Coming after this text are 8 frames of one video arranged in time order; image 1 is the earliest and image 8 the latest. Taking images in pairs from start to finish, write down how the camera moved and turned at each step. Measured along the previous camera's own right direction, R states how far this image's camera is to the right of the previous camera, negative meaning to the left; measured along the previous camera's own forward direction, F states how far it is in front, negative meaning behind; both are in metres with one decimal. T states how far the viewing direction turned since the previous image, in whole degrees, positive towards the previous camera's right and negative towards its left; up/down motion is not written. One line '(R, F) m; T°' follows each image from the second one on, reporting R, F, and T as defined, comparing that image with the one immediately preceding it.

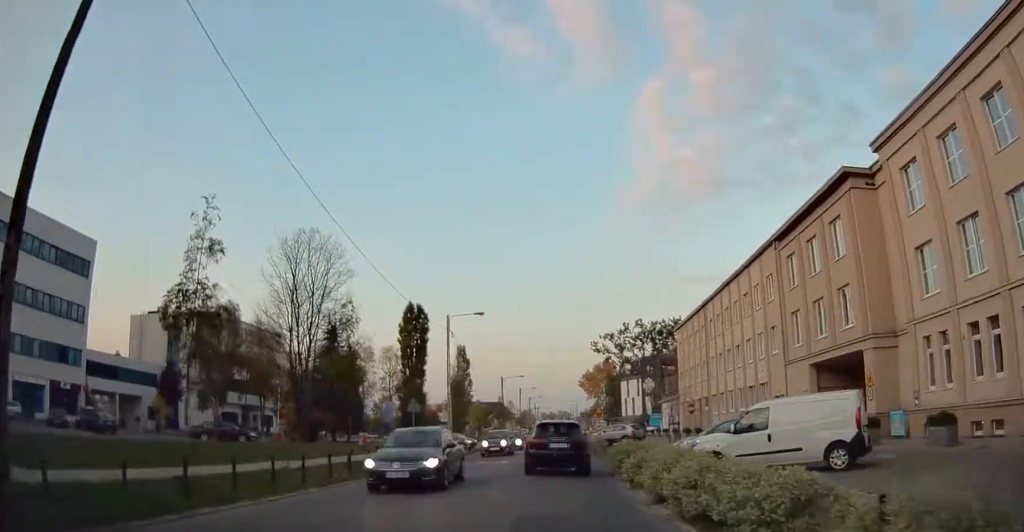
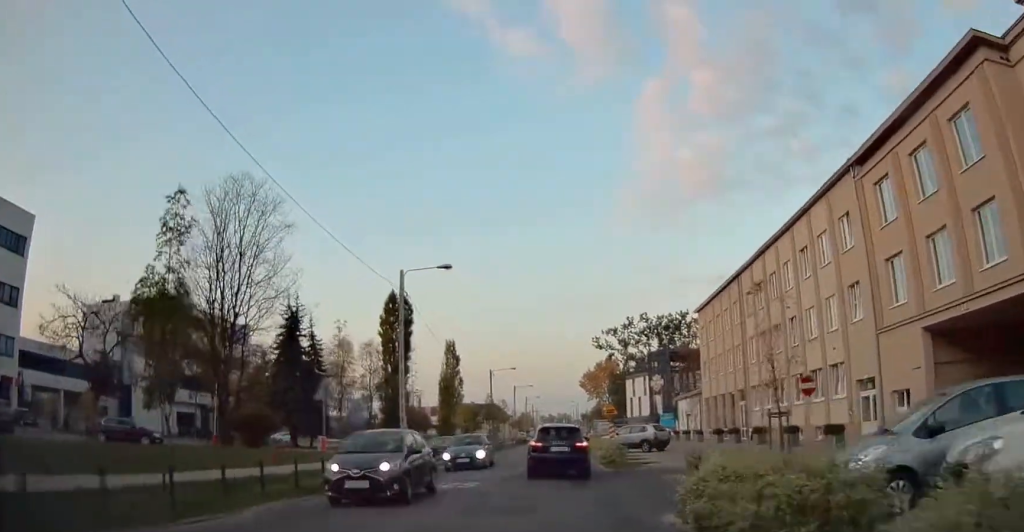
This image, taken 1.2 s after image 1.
(-0.1, +12.1) m; -1°
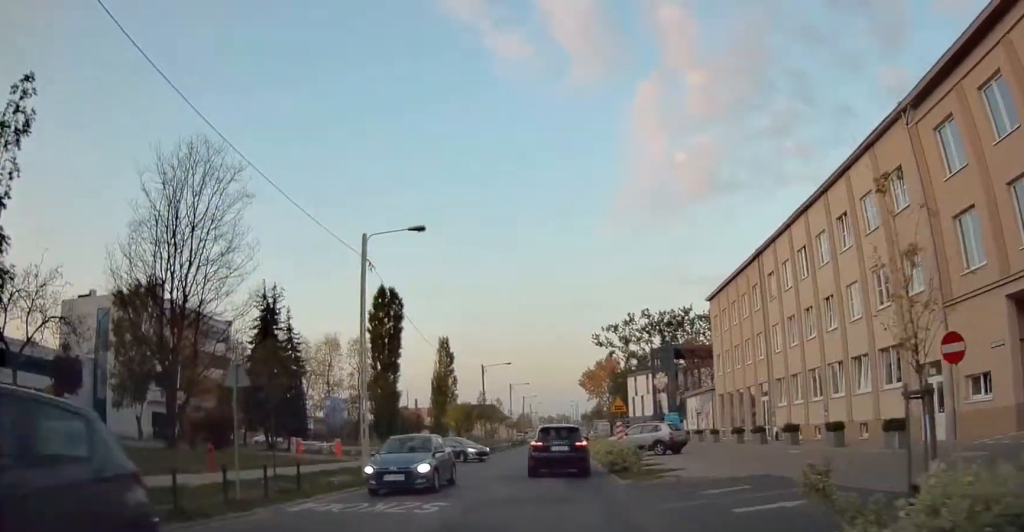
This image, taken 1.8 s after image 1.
(0.0, +5.6) m; 0°
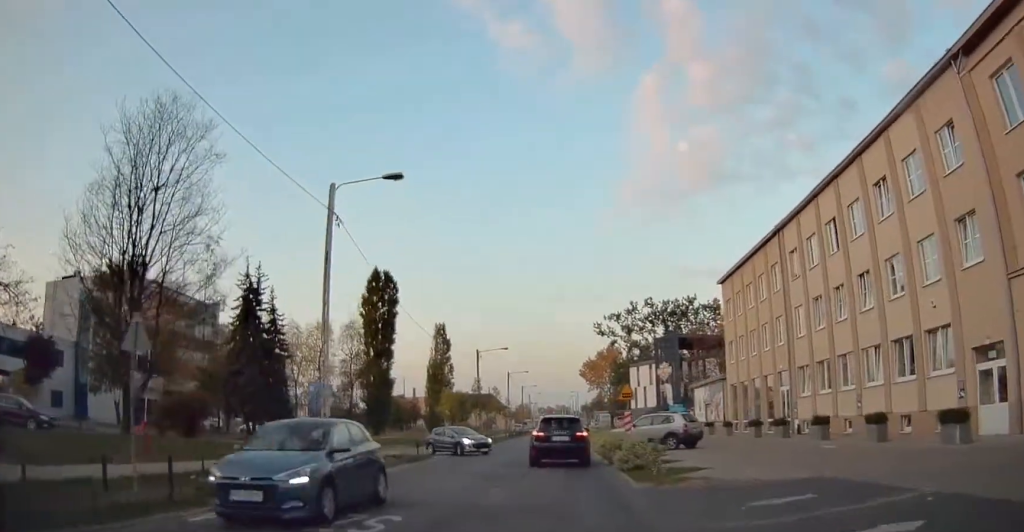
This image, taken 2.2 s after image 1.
(0.0, +3.9) m; 0°
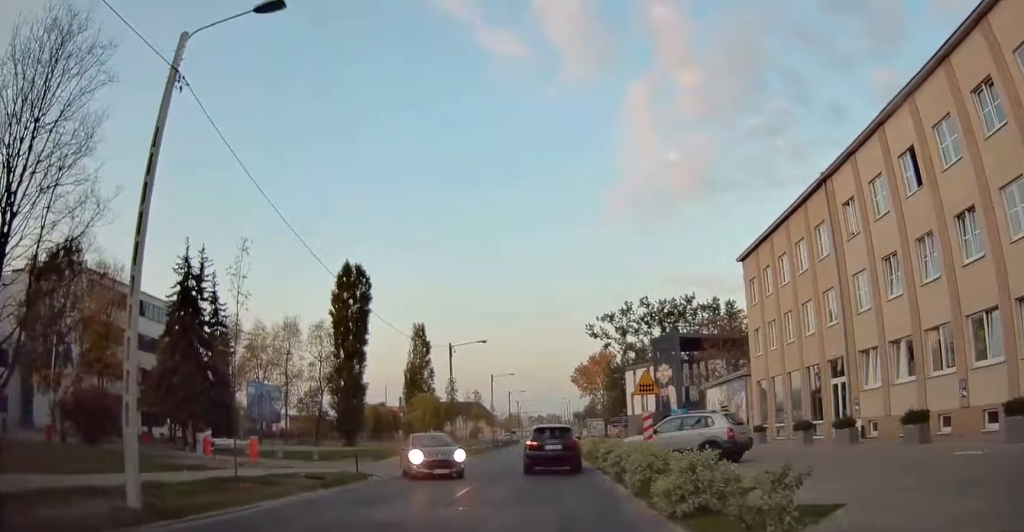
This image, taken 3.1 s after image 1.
(0.0, +9.3) m; +1°
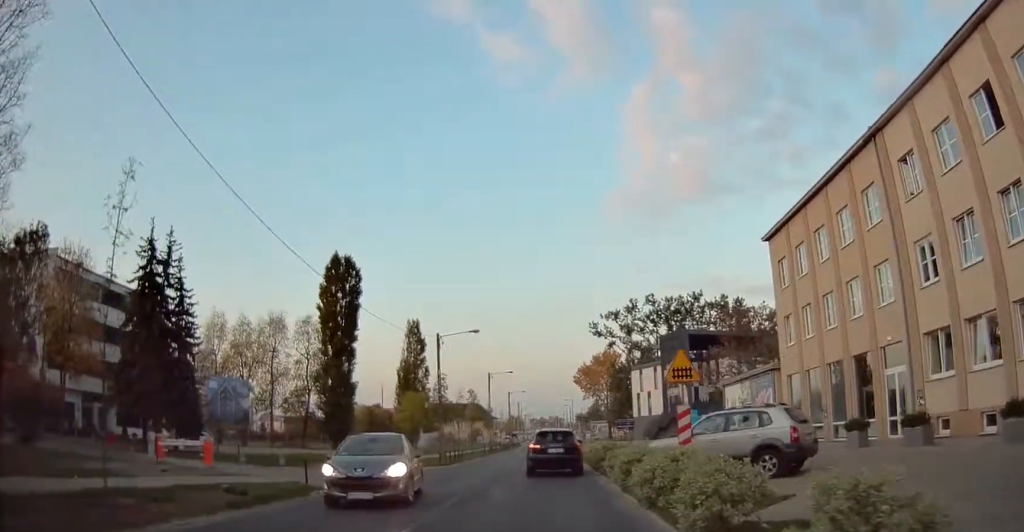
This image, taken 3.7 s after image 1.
(0.0, +5.4) m; 0°
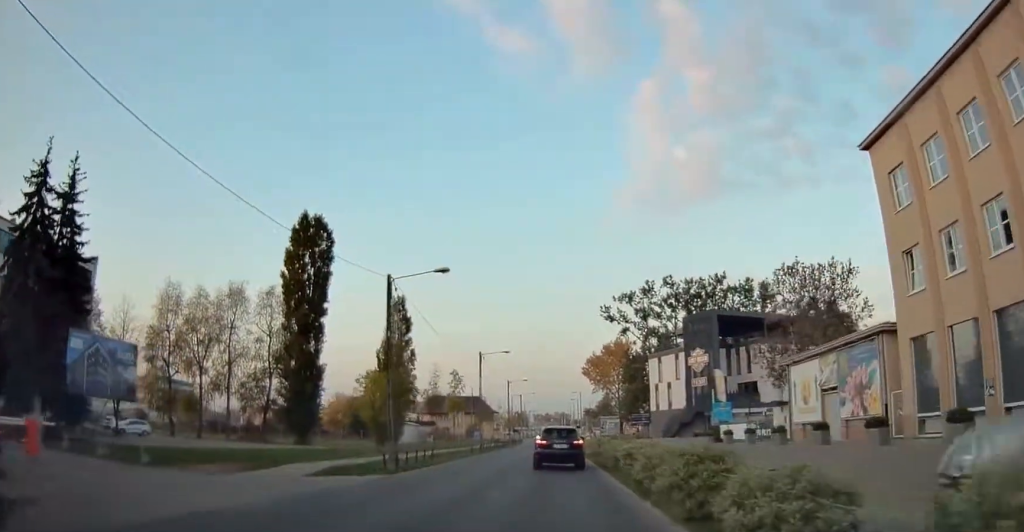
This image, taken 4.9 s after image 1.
(+0.1, +13.2) m; 0°
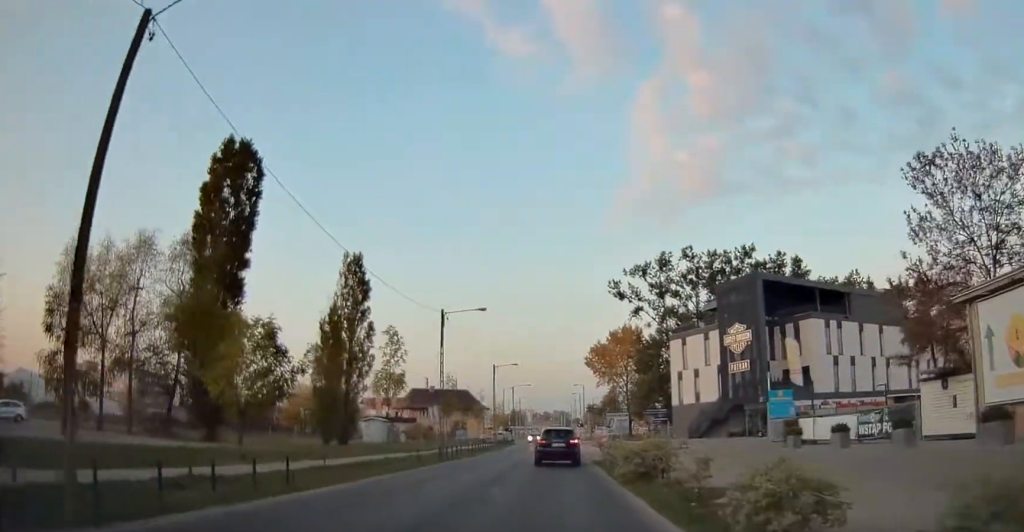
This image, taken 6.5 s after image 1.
(-0.1, +18.2) m; 0°
